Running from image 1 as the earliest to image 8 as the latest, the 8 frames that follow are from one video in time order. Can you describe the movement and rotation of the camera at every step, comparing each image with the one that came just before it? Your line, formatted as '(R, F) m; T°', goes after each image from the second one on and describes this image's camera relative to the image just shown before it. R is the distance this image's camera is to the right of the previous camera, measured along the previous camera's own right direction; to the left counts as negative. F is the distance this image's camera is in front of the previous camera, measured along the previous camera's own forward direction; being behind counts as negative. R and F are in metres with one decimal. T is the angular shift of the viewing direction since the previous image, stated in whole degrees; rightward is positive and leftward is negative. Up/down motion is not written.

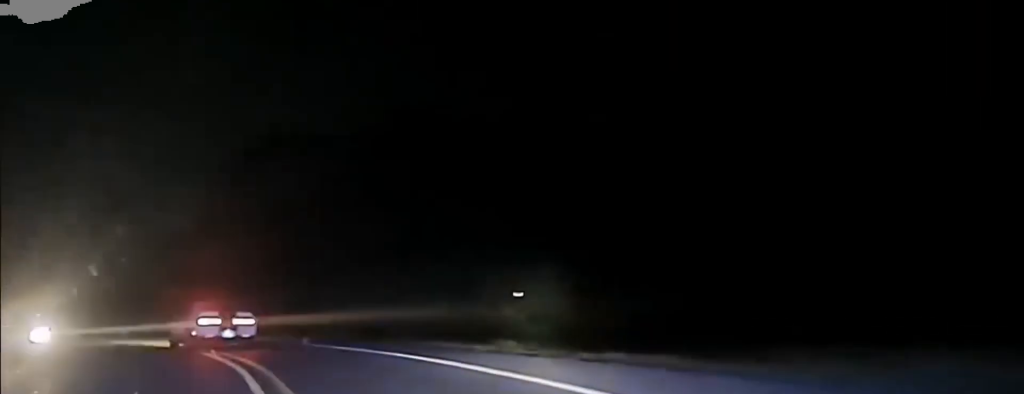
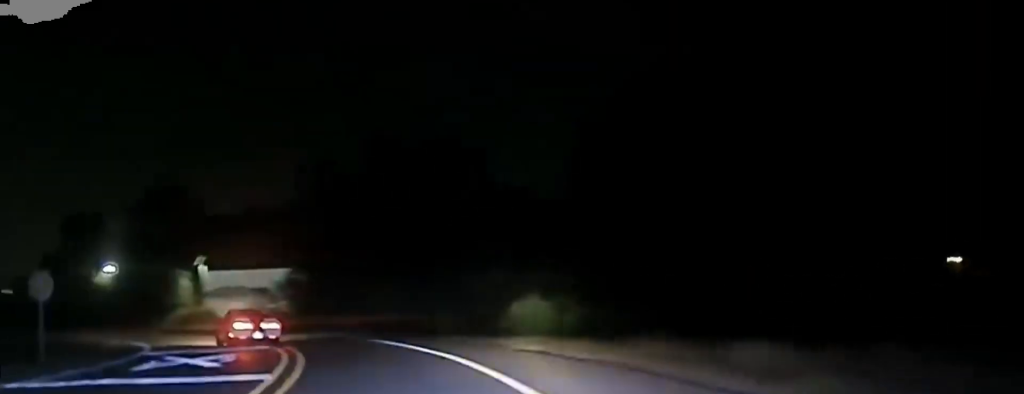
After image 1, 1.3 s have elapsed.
(-3.5, +20.6) m; -23°
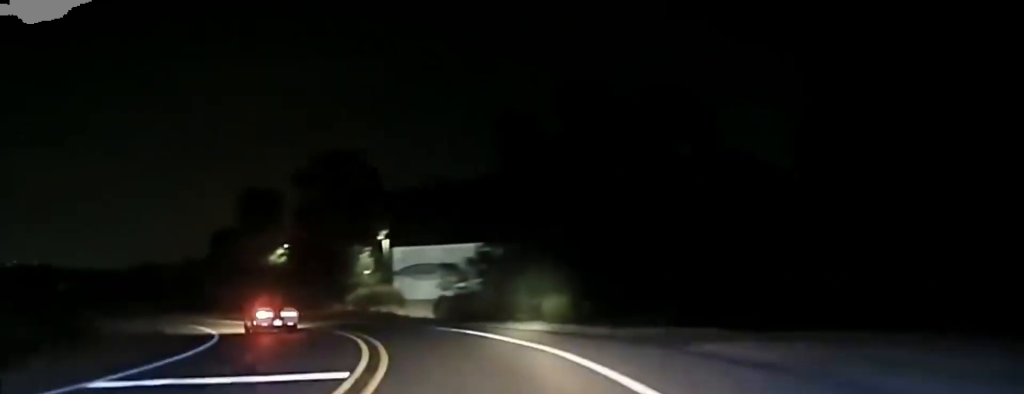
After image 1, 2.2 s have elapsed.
(-2.1, +16.3) m; -15°
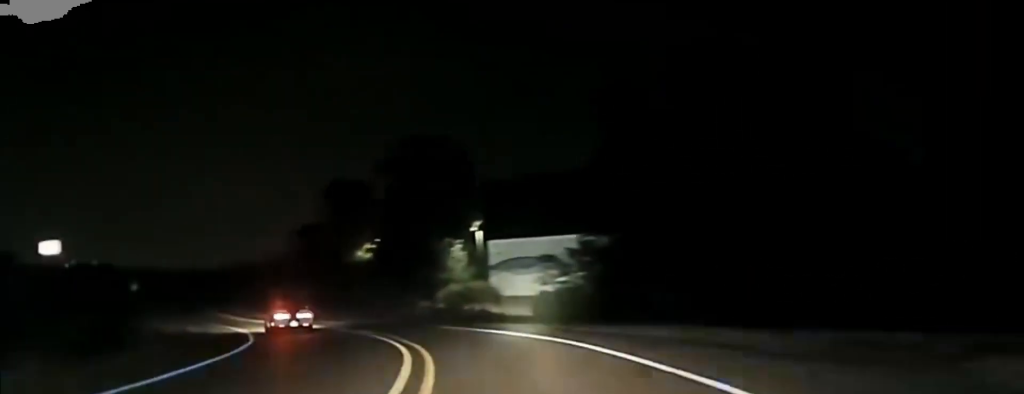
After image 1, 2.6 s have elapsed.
(-0.8, +9.1) m; -5°
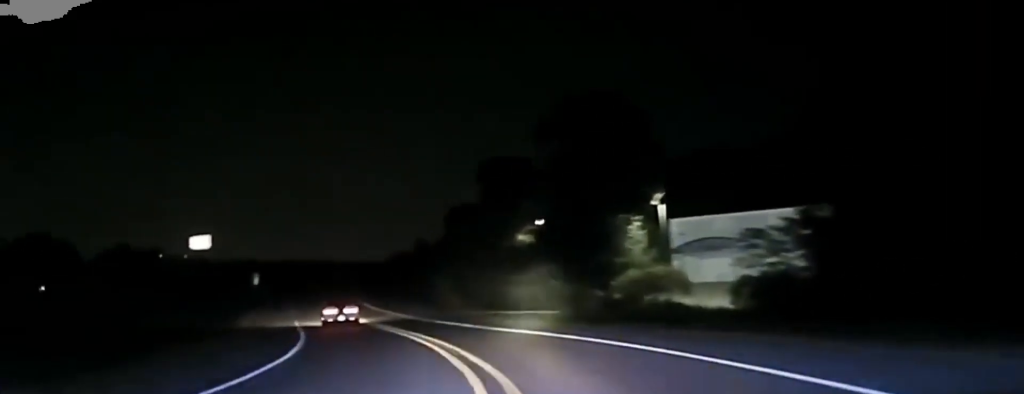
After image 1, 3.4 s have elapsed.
(-2.1, +18.3) m; -7°
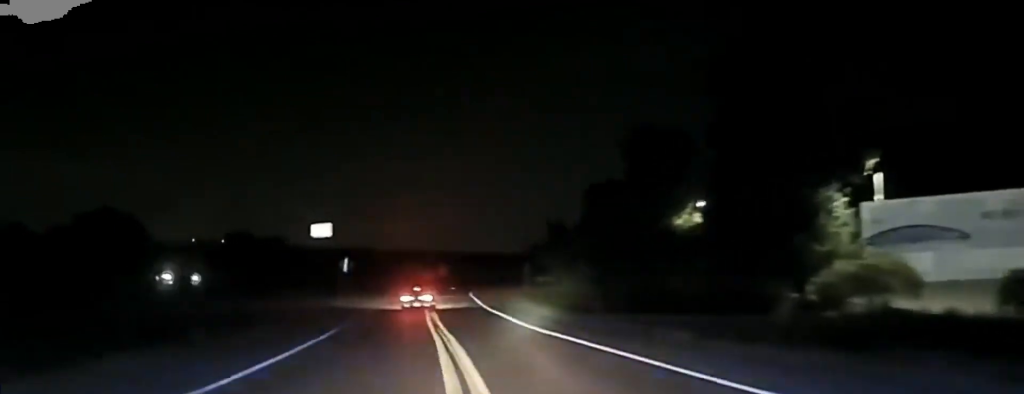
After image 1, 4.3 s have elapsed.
(+0.1, +22.9) m; -6°
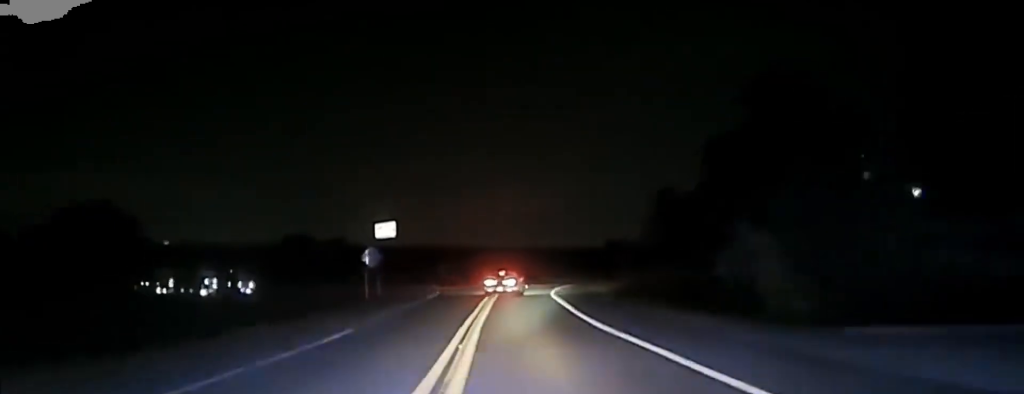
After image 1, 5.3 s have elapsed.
(-2.5, +27.5) m; -7°
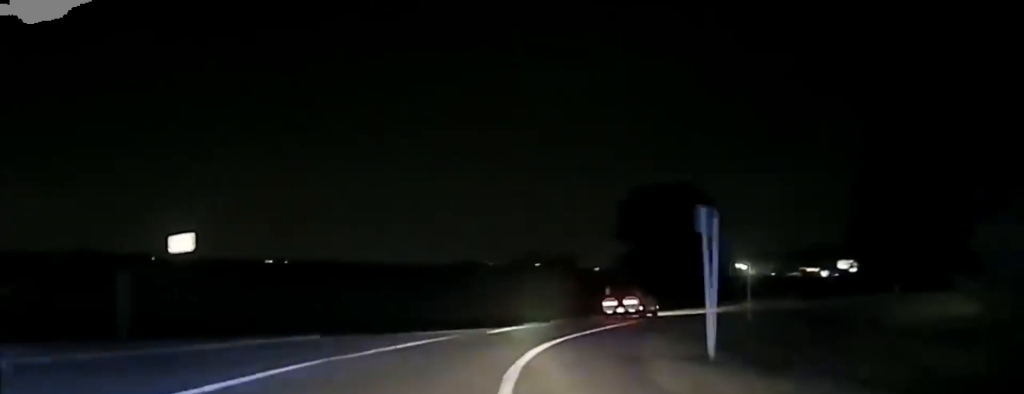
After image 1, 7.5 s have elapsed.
(+0.3, +73.4) m; +5°
